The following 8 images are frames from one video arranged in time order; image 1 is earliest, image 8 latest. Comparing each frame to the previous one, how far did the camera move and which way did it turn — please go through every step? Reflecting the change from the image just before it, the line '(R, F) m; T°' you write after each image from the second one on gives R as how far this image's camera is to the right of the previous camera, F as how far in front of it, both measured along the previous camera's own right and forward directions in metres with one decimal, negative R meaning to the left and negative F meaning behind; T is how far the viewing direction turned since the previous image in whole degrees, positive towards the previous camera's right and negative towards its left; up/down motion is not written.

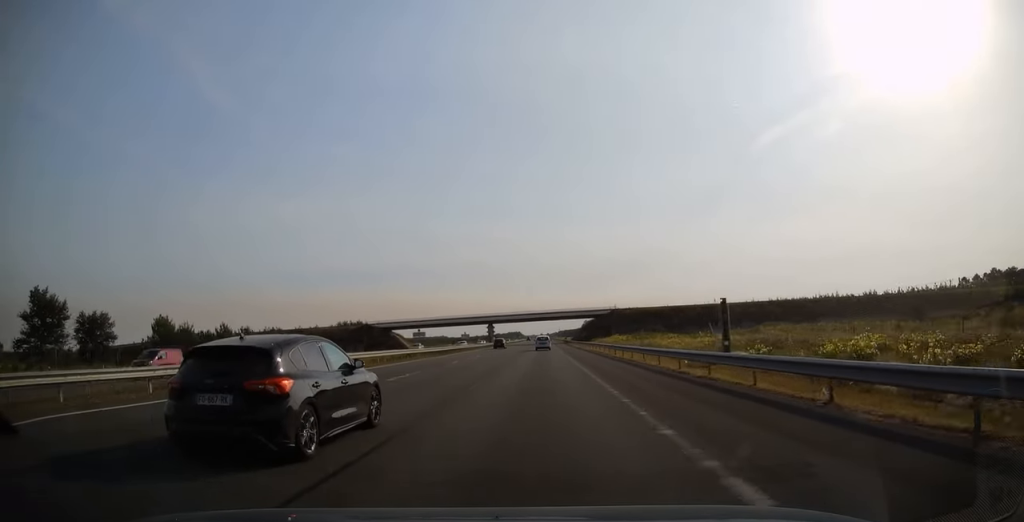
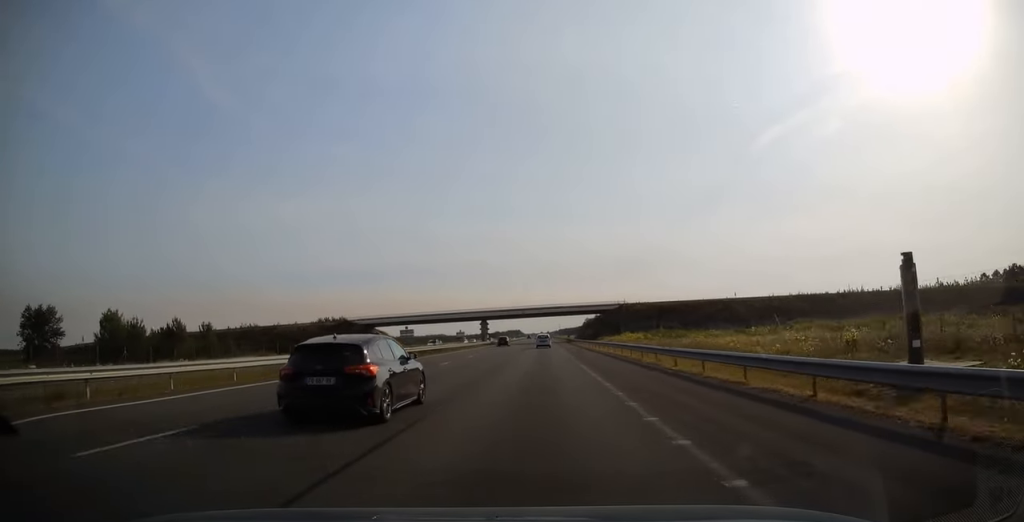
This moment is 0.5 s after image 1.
(+0.1, +15.3) m; 0°
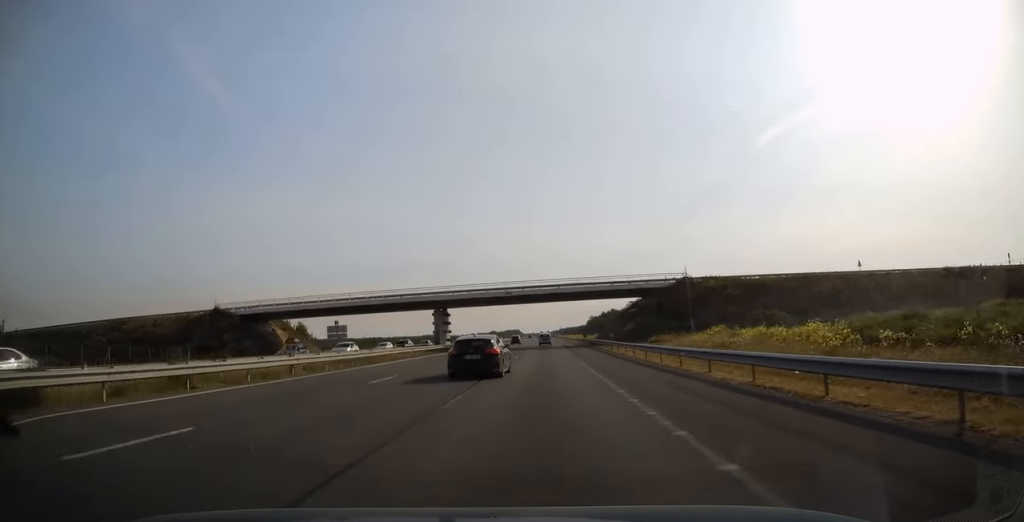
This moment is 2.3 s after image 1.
(-0.5, +52.4) m; 0°
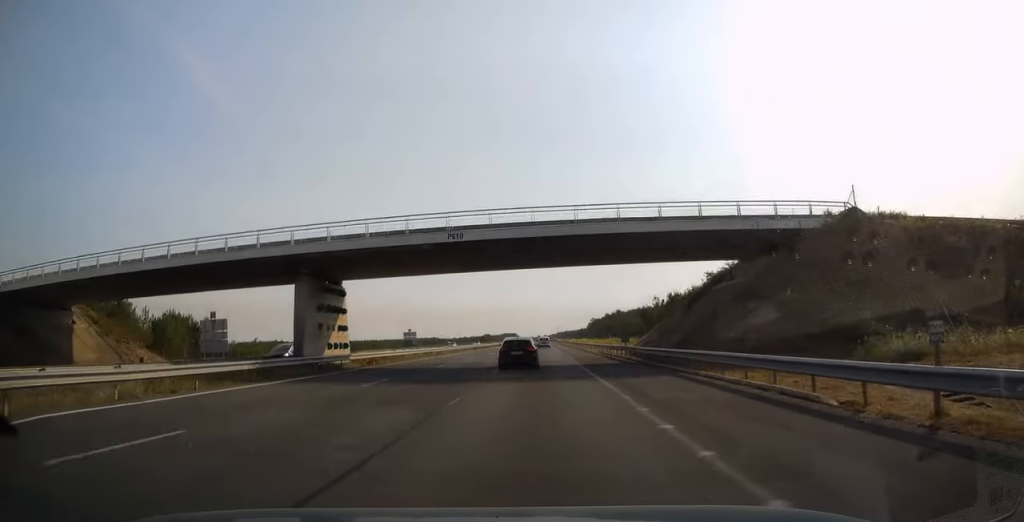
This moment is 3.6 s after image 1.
(+0.4, +39.5) m; 0°
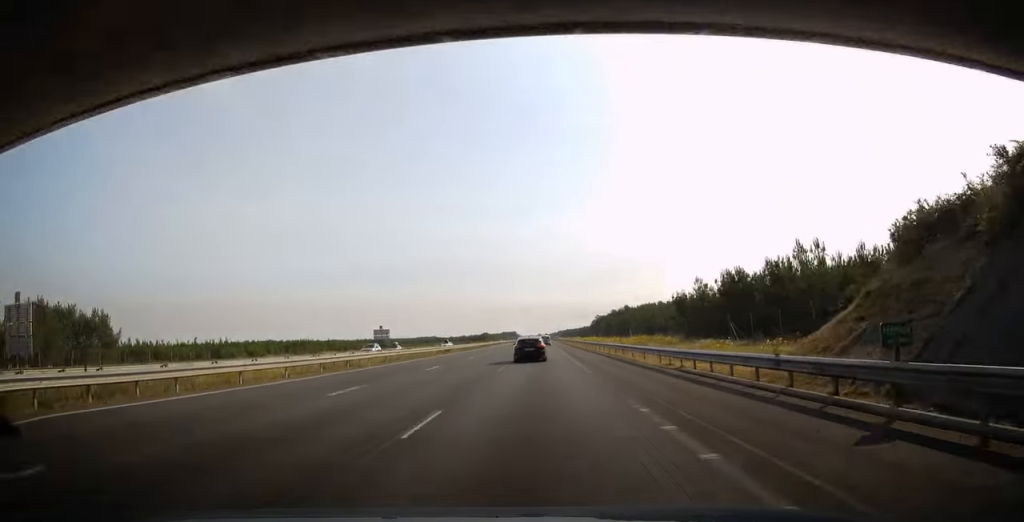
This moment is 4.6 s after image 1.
(-0.1, +29.1) m; 0°
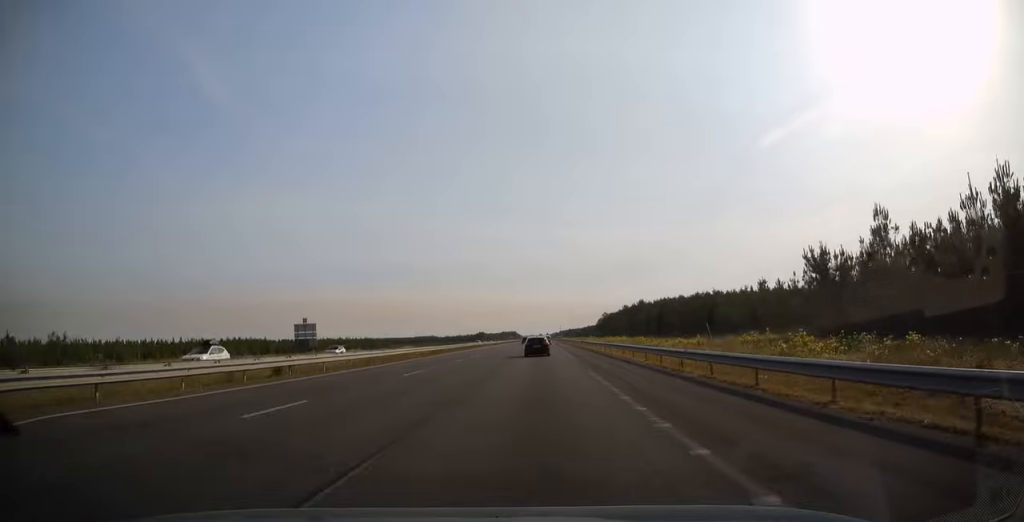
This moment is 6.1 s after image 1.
(+0.1, +43.9) m; +1°
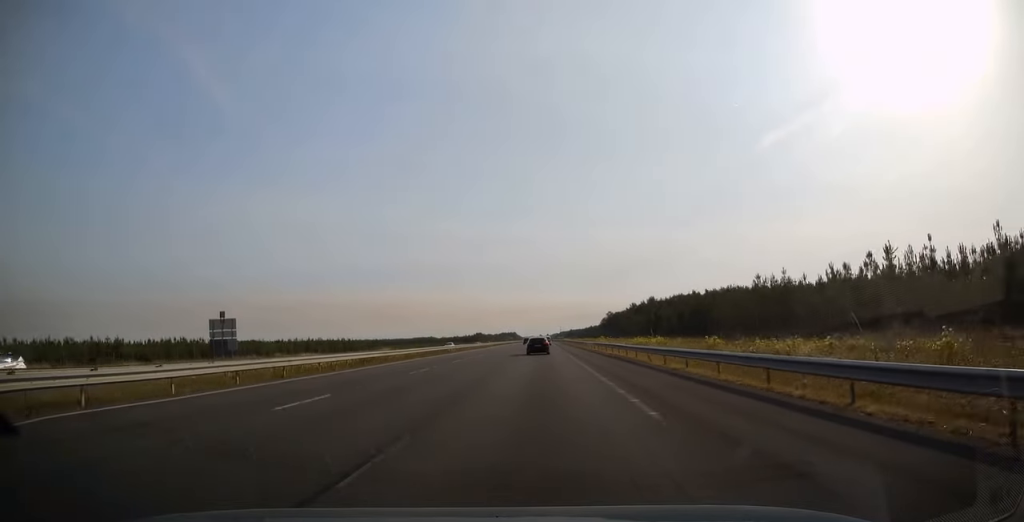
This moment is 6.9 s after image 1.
(+0.1, +24.6) m; 0°
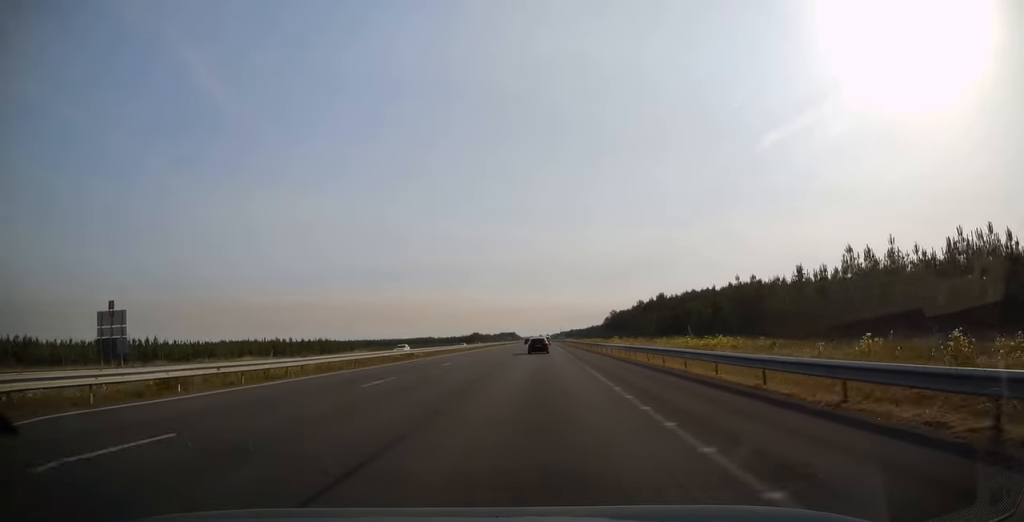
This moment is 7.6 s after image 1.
(0.0, +19.7) m; 0°
